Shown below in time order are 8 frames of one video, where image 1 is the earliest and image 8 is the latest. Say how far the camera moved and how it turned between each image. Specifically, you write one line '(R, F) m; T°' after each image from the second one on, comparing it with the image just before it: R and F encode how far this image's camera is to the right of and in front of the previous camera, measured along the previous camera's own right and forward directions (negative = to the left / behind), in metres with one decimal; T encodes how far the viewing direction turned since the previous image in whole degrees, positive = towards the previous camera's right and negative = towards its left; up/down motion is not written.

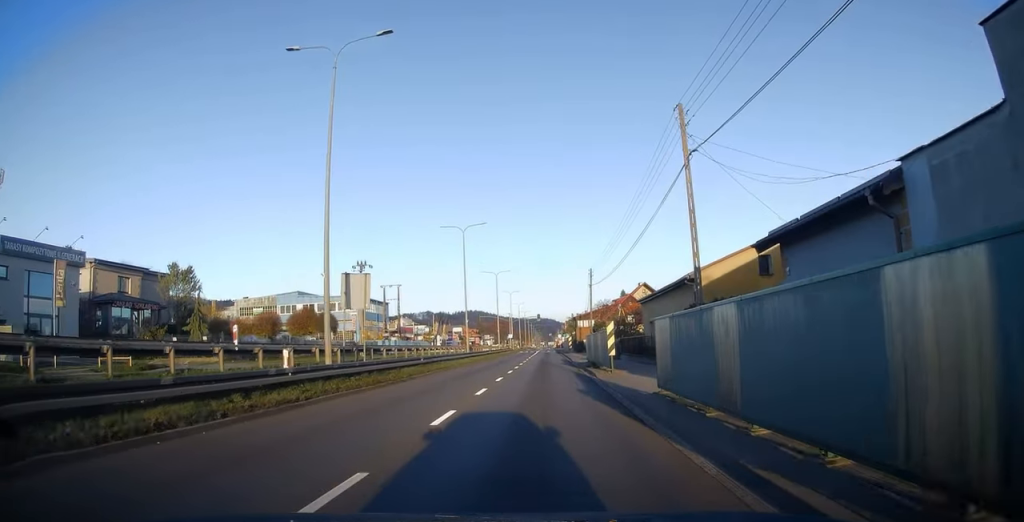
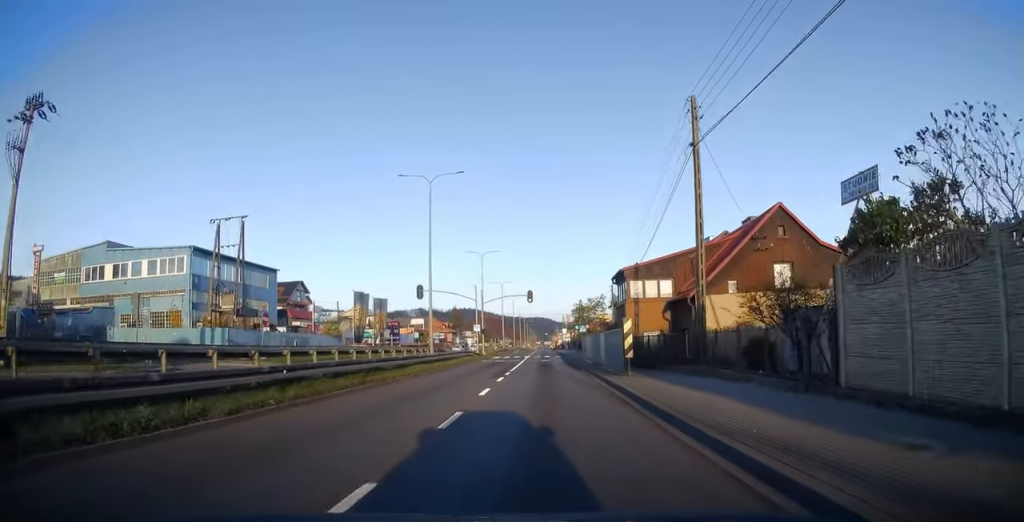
(0.0, +48.9) m; 0°
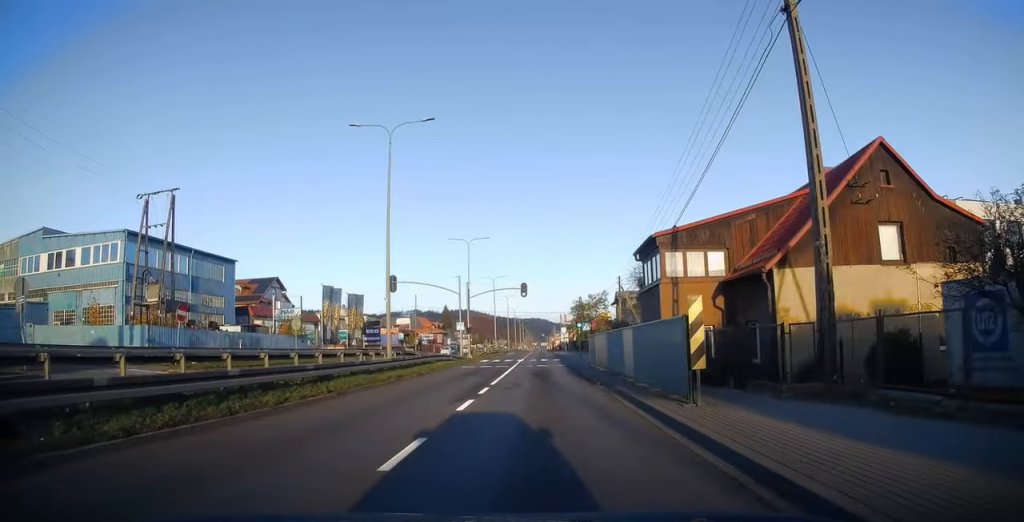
(0.0, +9.1) m; 0°
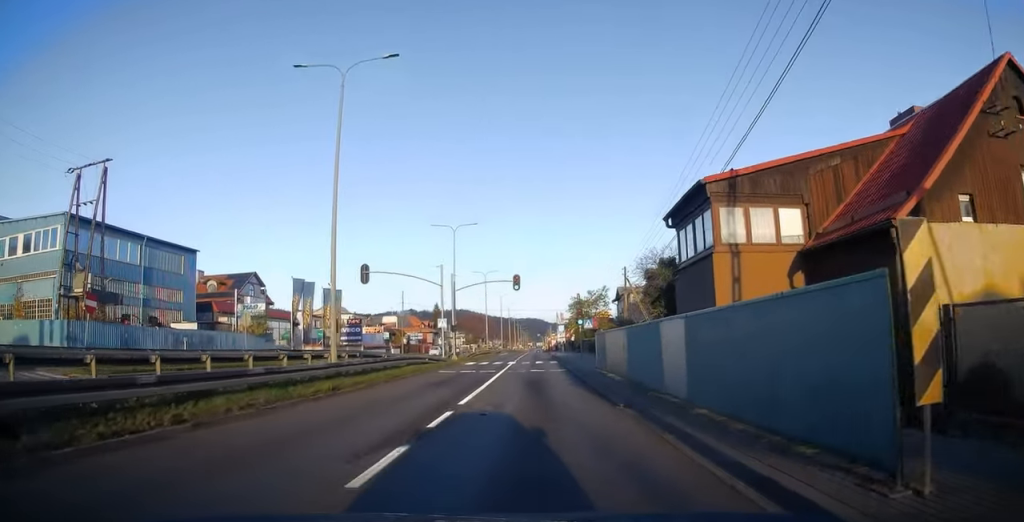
(0.0, +6.6) m; 0°
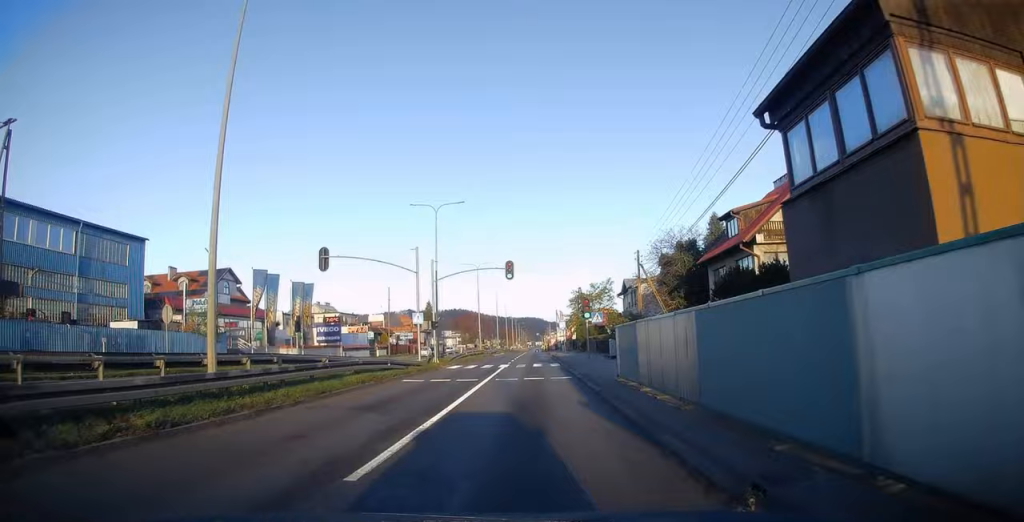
(0.0, +7.7) m; 0°
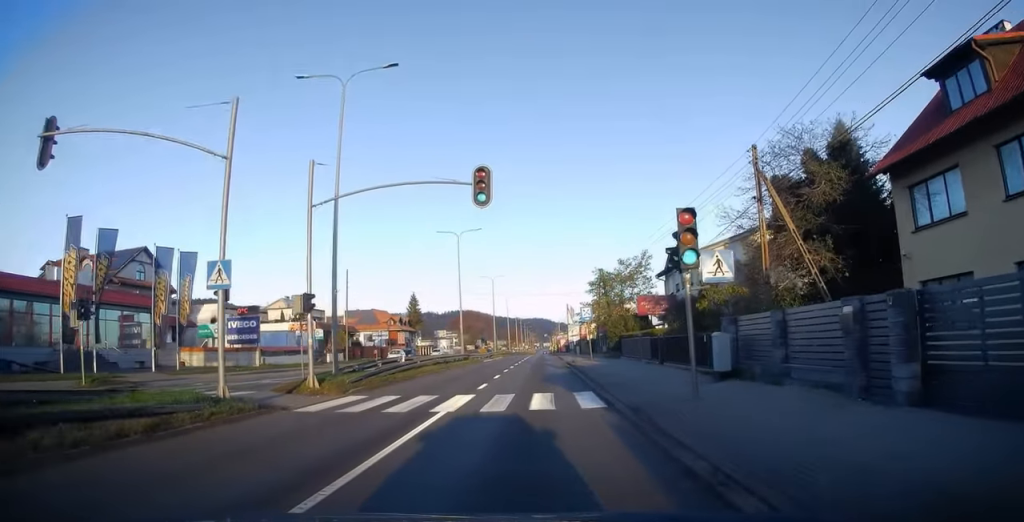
(0.0, +22.5) m; 0°
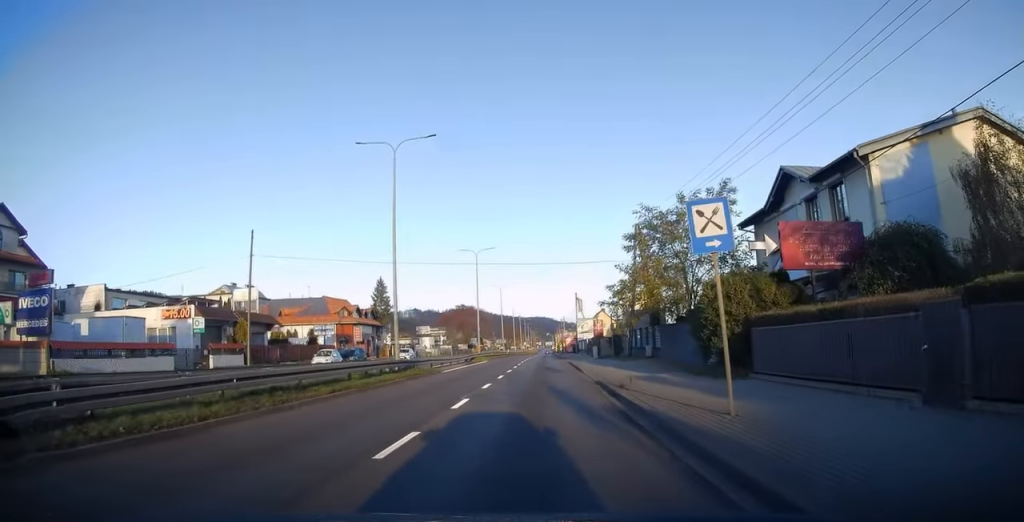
(-0.1, +23.6) m; 0°
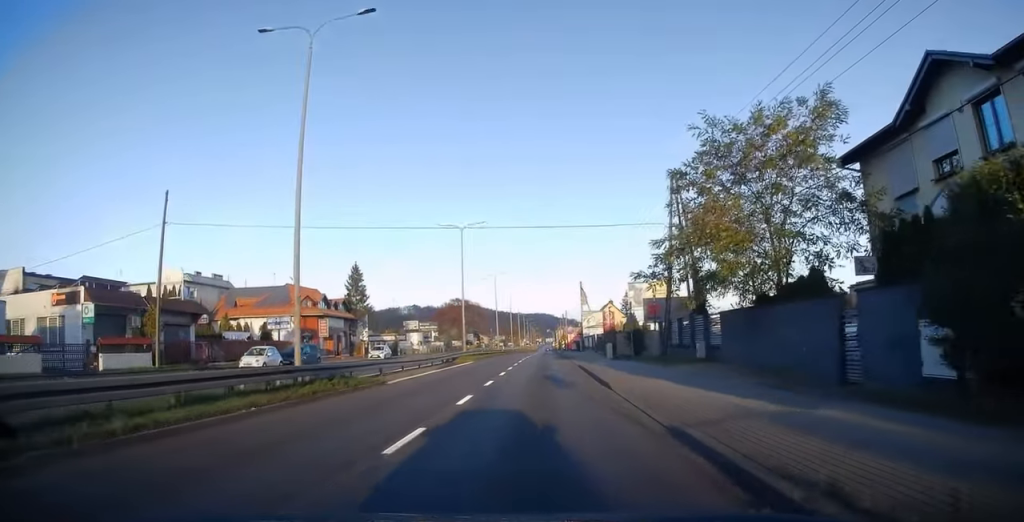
(0.0, +11.7) m; 0°
